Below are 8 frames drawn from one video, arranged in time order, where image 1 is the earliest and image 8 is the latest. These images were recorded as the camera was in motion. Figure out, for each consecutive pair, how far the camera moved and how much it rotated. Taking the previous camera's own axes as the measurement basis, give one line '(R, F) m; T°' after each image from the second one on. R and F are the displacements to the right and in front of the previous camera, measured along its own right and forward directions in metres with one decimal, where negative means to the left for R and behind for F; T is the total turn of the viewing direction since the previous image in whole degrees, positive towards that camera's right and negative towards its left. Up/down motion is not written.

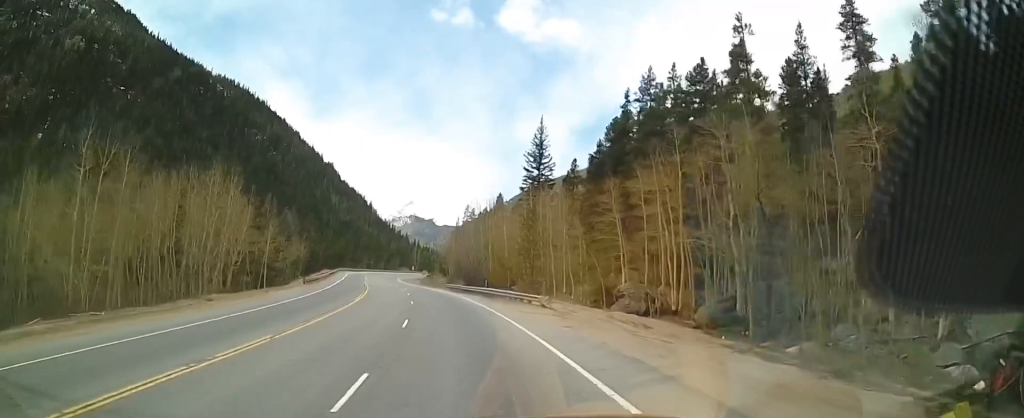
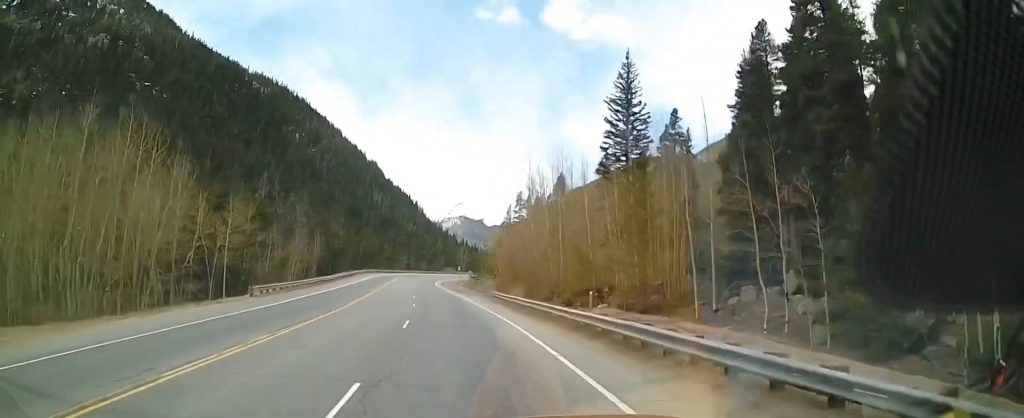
(-2.2, +26.6) m; -8°
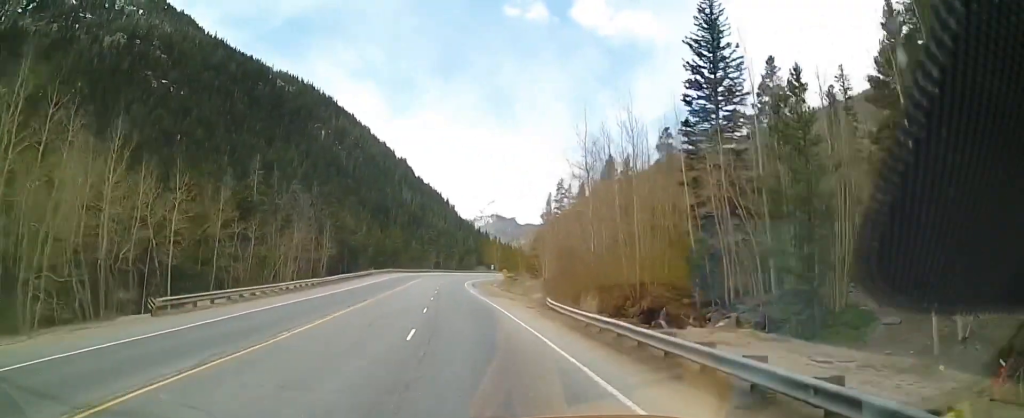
(-0.1, +15.0) m; -3°
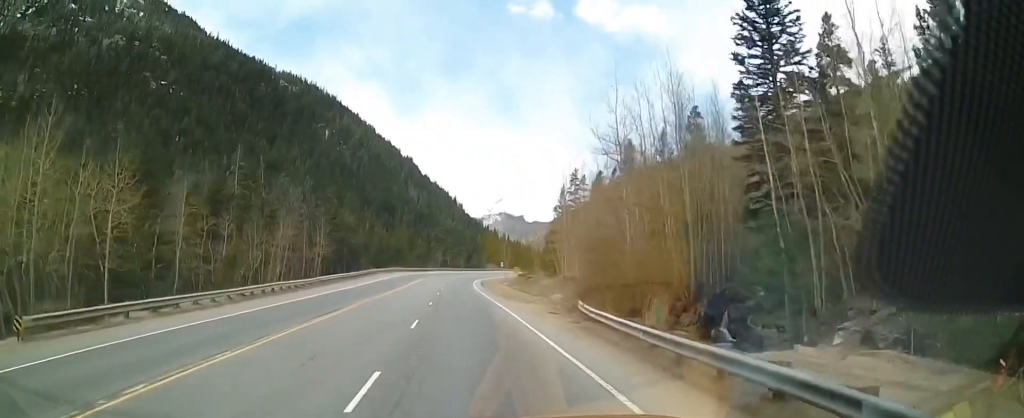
(-0.2, +8.1) m; -1°
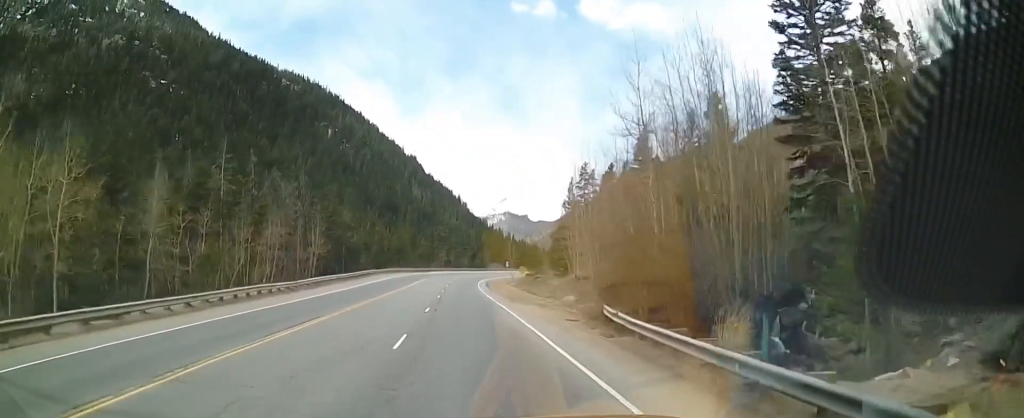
(-0.2, +4.8) m; +1°
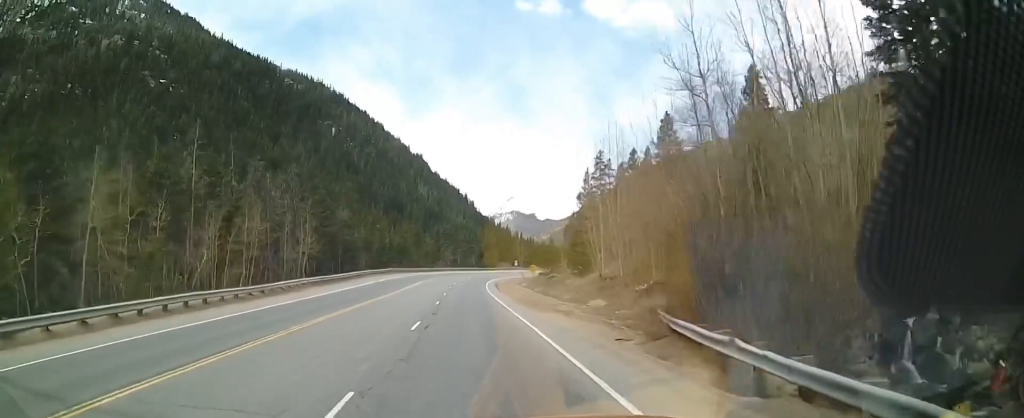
(+0.2, +8.0) m; +2°
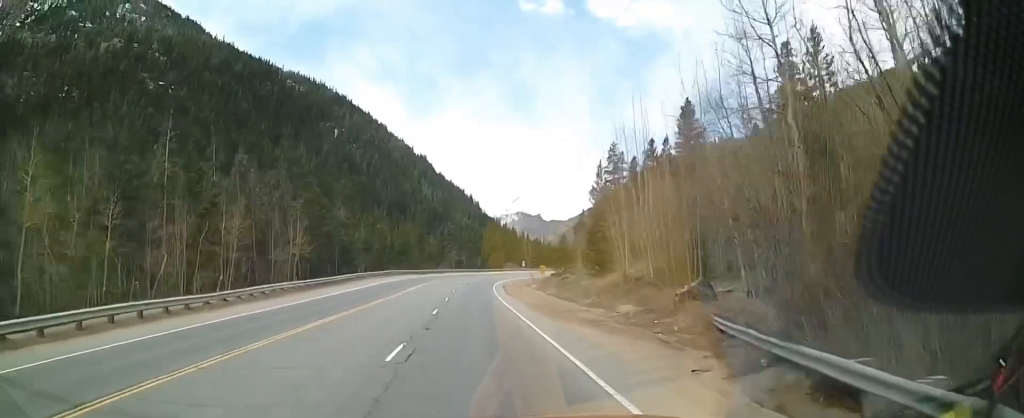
(+0.2, +6.3) m; +1°
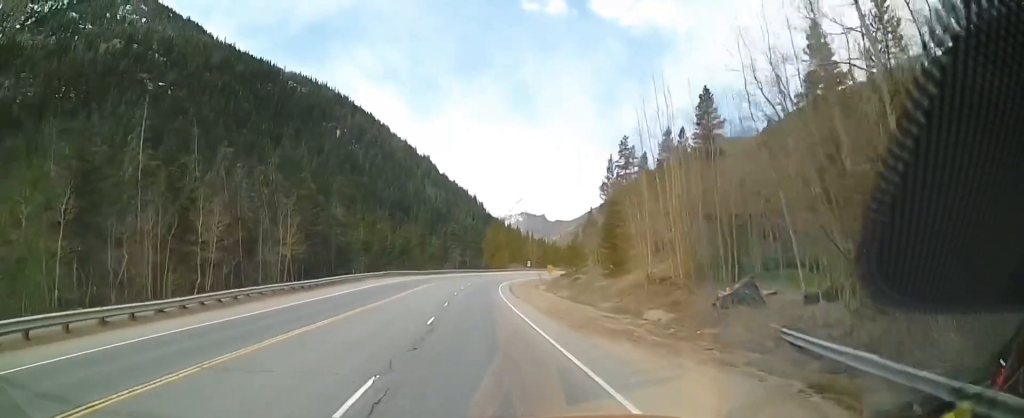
(-0.1, +4.7) m; 0°
